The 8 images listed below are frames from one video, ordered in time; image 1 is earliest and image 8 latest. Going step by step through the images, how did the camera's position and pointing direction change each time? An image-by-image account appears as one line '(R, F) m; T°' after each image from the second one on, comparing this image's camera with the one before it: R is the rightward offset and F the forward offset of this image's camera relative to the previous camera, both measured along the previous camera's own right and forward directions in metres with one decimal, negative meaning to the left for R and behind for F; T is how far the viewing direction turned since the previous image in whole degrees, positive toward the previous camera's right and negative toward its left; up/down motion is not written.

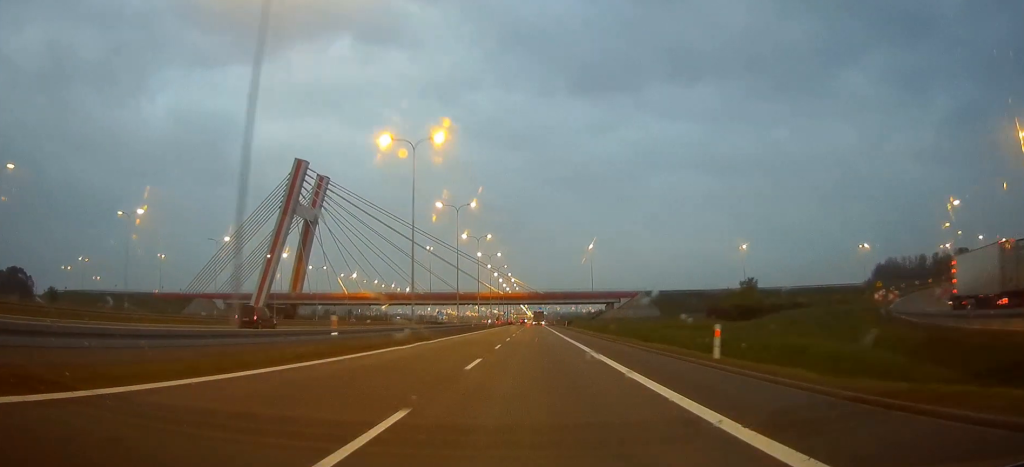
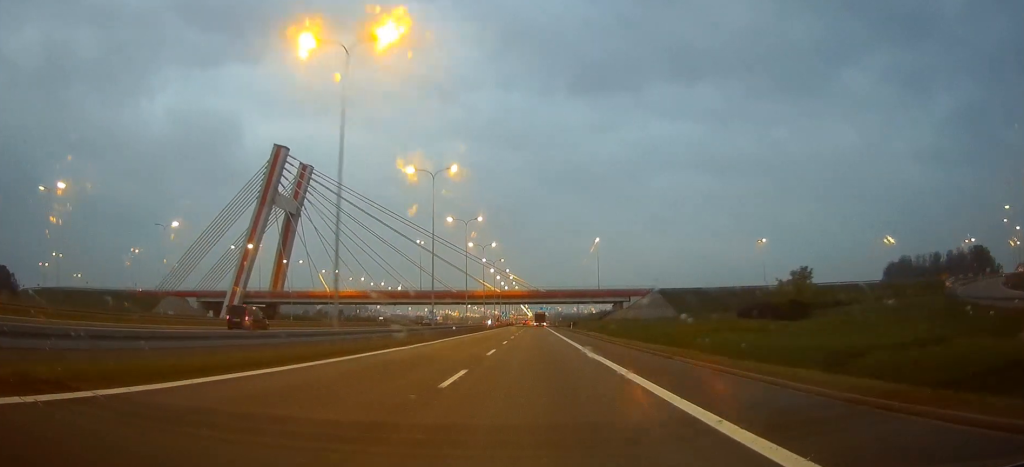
(0.0, +16.4) m; 0°
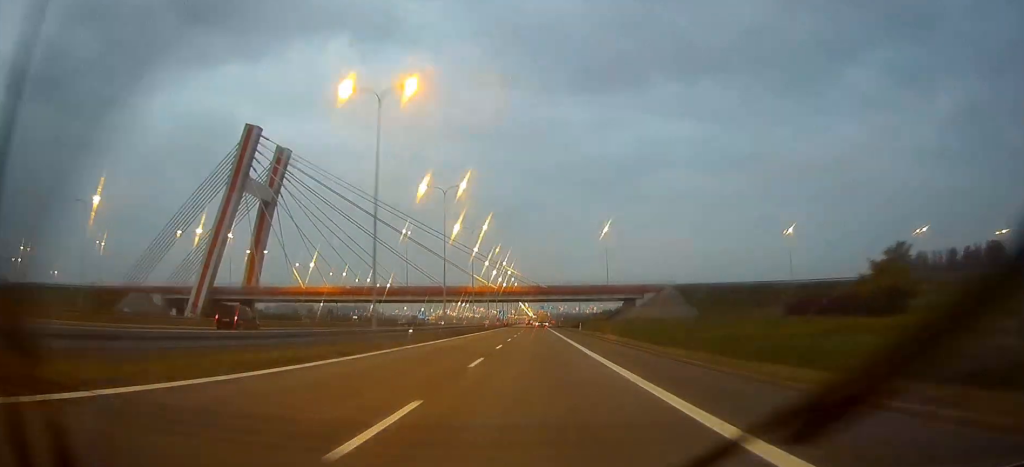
(0.0, +18.5) m; 0°
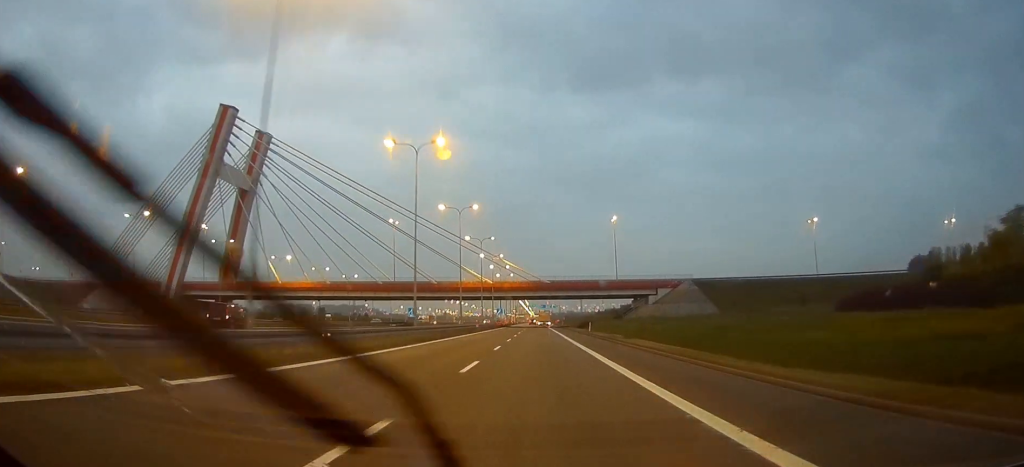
(-0.1, +14.1) m; 0°
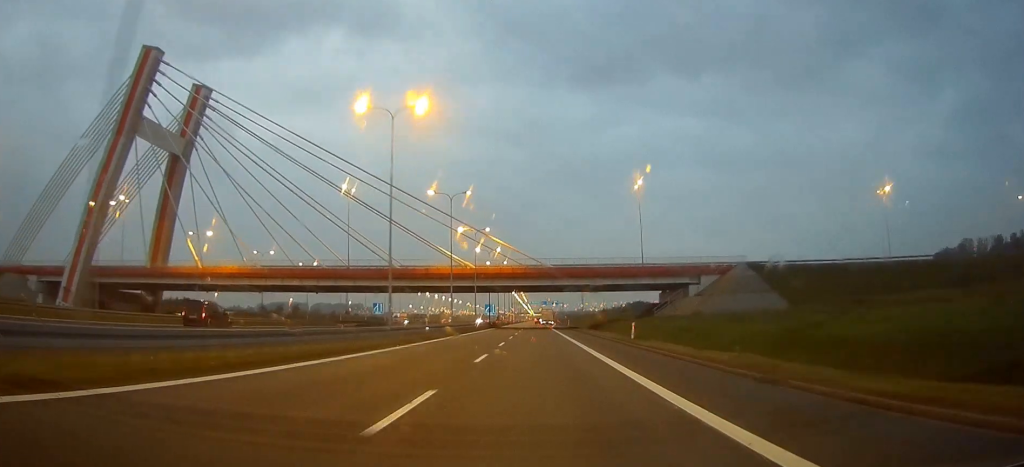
(-0.1, +32.4) m; 0°
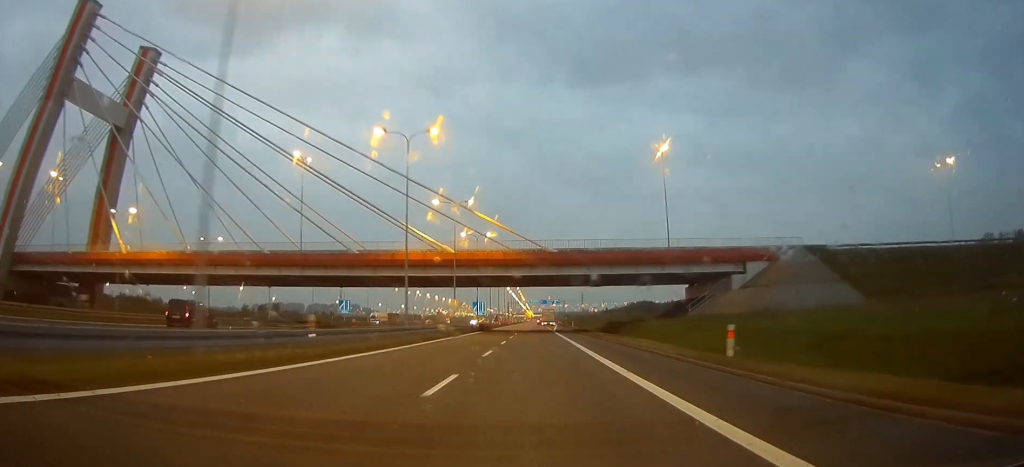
(0.0, +20.4) m; 0°
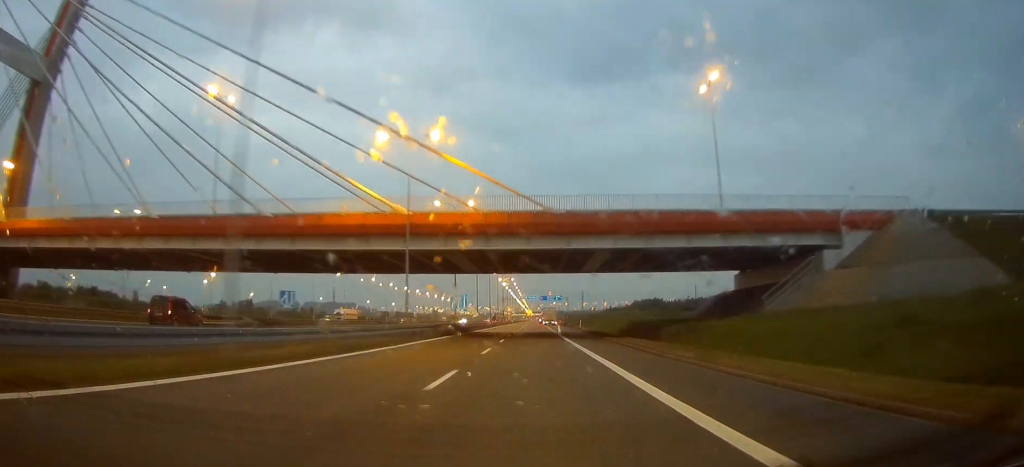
(0.0, +23.4) m; 0°
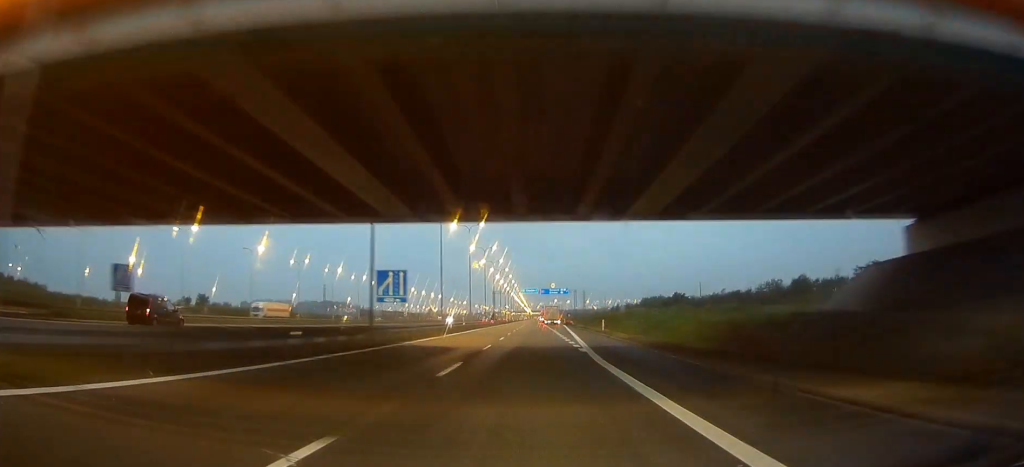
(+0.2, +34.7) m; 0°
